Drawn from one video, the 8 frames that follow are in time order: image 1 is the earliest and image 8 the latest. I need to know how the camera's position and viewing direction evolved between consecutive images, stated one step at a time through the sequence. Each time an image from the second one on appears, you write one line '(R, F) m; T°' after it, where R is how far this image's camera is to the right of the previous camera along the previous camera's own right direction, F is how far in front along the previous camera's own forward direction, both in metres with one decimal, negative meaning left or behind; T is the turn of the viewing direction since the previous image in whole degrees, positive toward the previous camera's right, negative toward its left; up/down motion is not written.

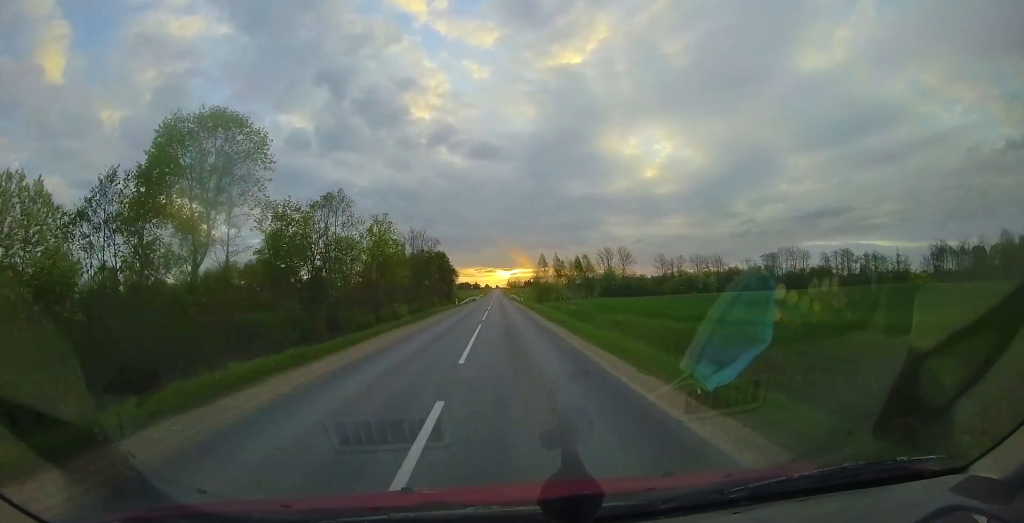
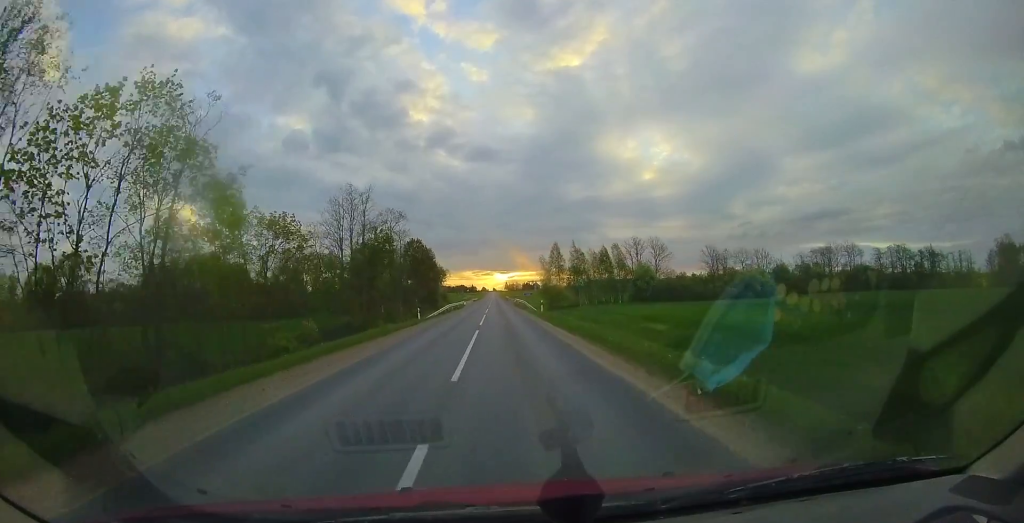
(+0.6, +25.8) m; +1°
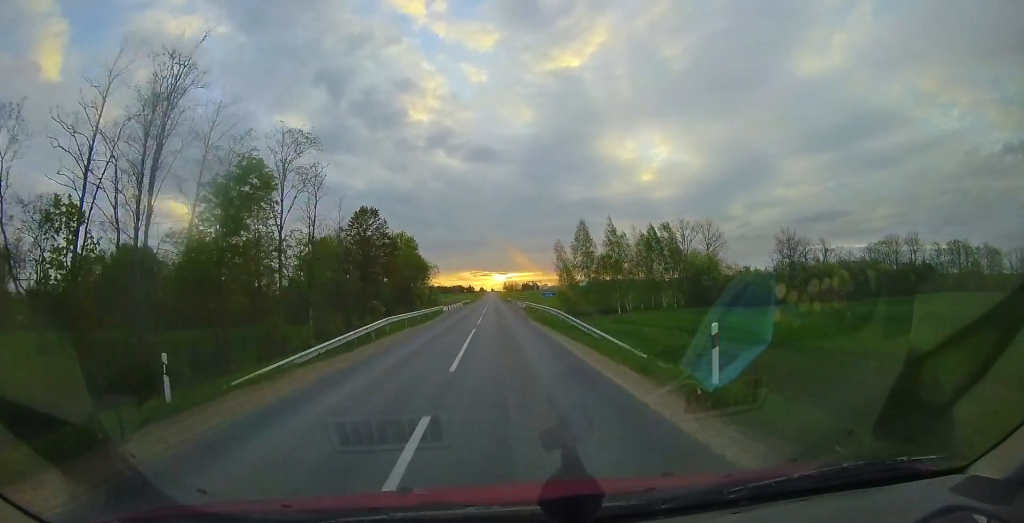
(-0.2, +23.0) m; 0°
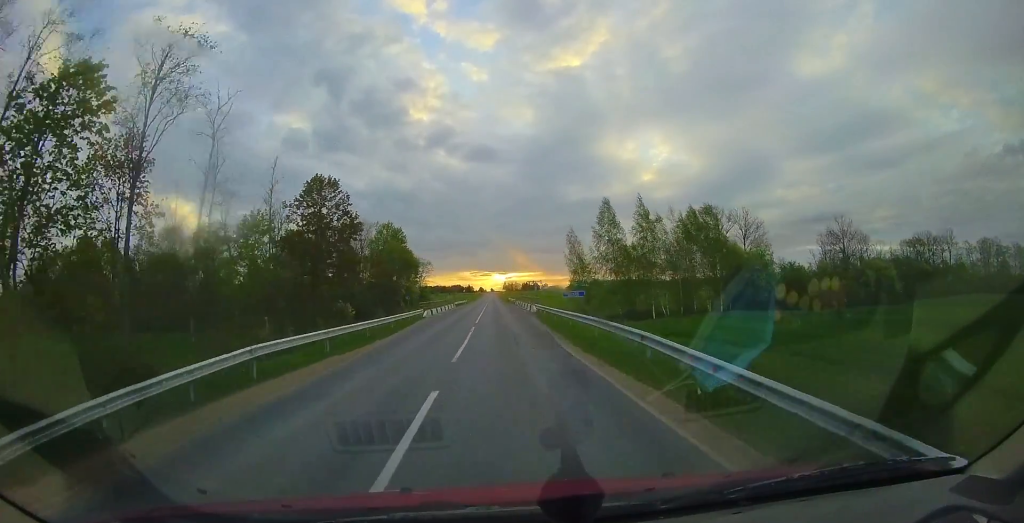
(0.0, +10.7) m; 0°
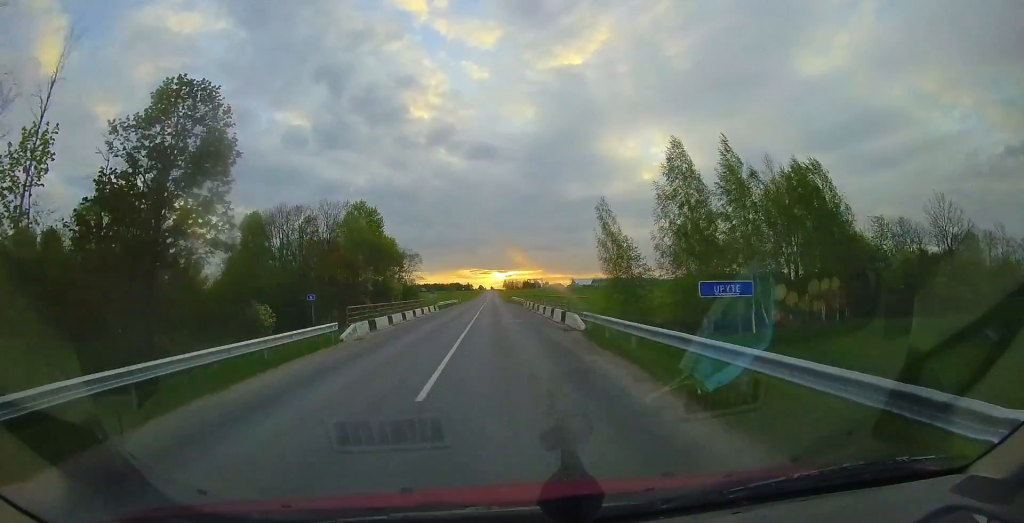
(0.0, +15.3) m; 0°
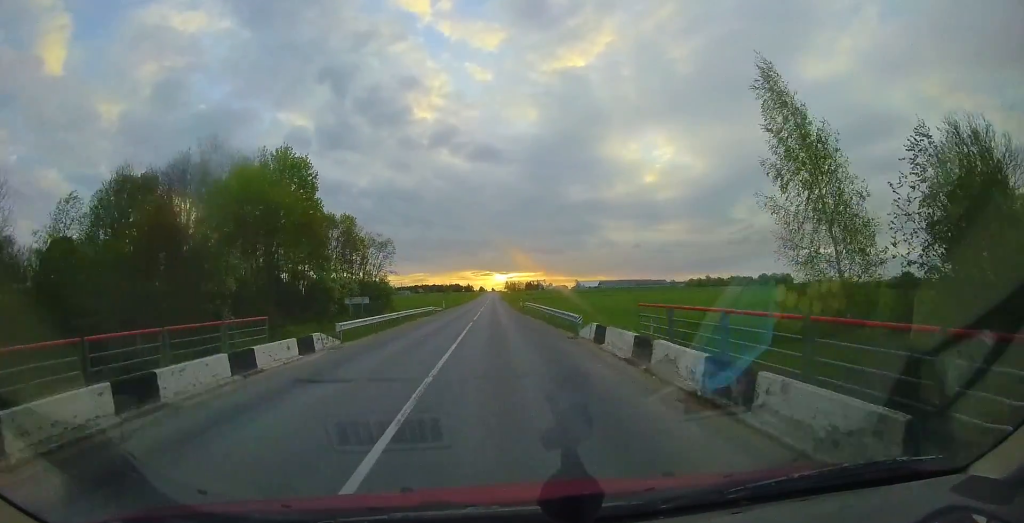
(+0.1, +23.4) m; 0°
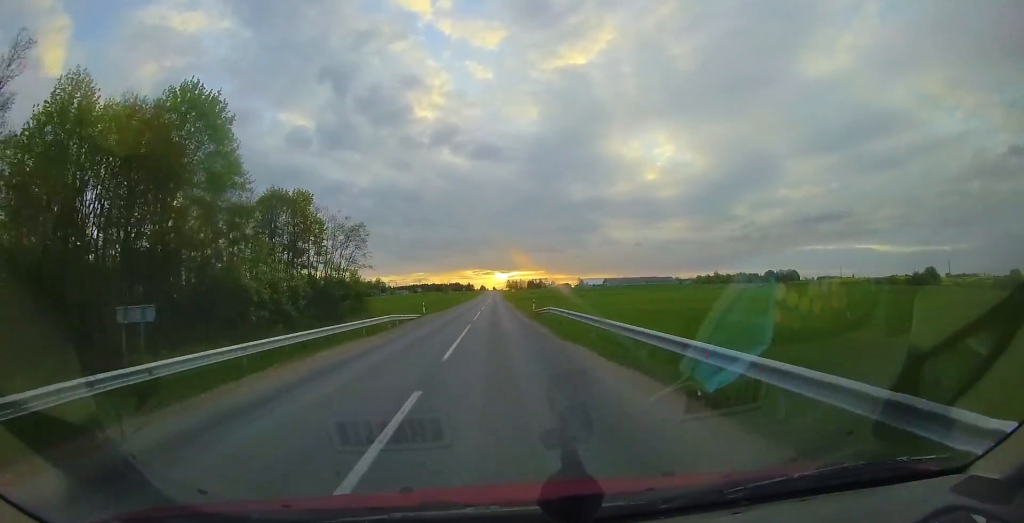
(-0.1, +13.8) m; 0°
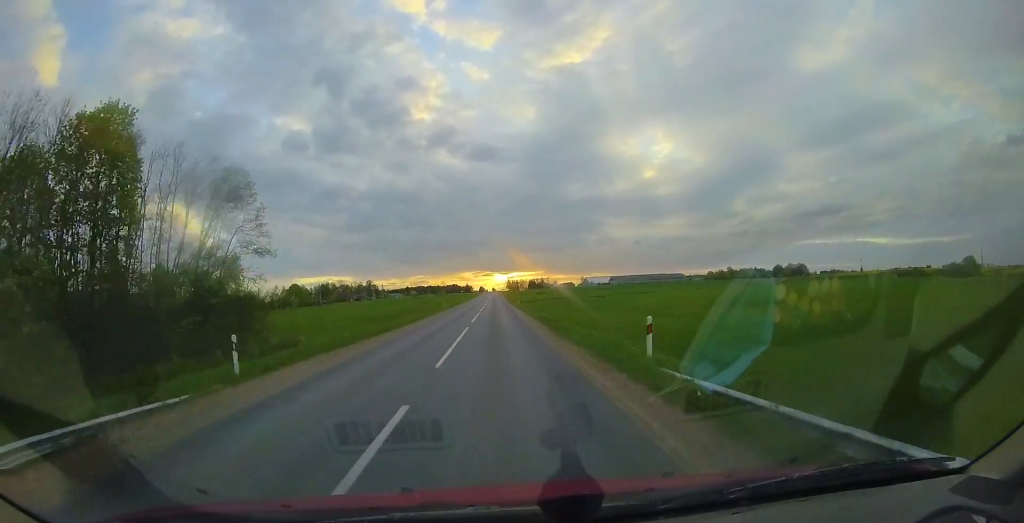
(-0.1, +24.9) m; 0°
